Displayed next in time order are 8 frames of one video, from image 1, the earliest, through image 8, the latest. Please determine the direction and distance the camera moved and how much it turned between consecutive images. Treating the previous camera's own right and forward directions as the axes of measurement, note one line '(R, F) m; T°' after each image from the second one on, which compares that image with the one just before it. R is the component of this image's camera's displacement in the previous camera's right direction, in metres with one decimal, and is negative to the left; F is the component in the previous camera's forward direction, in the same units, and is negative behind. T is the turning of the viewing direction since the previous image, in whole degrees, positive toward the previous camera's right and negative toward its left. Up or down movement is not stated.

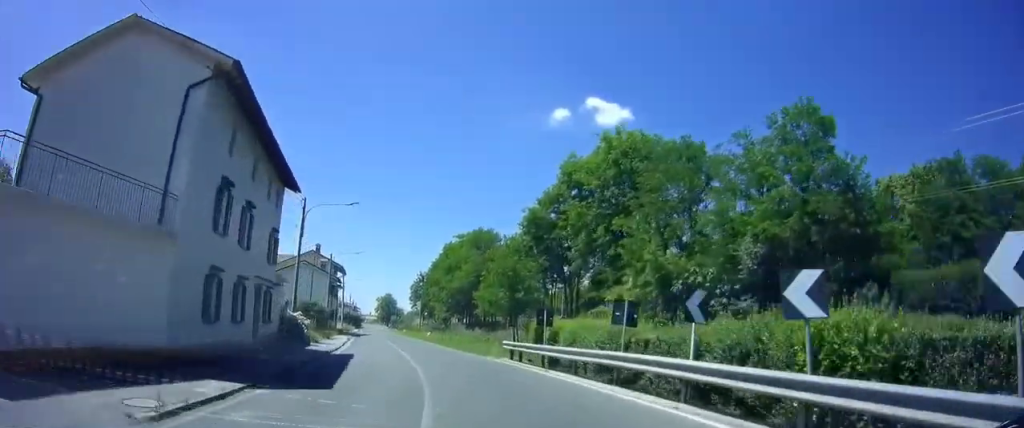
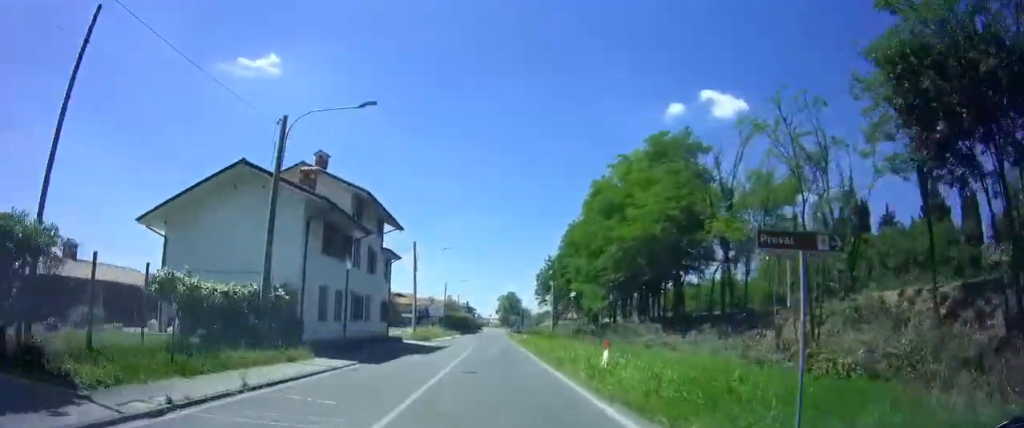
(-5.8, +36.9) m; -13°
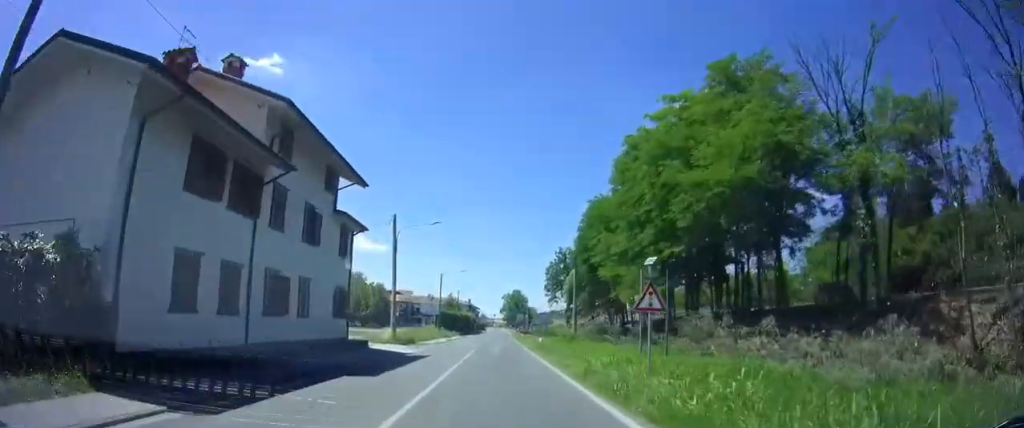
(+0.3, +12.0) m; 0°
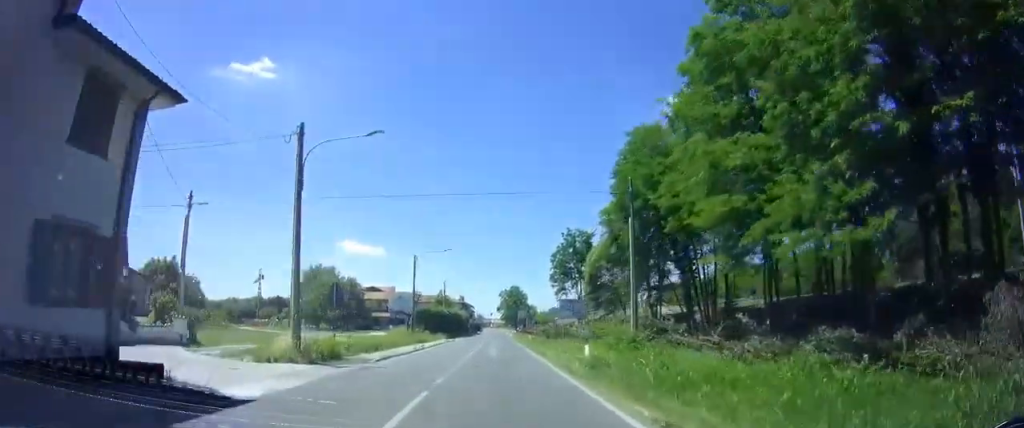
(-0.4, +17.7) m; -1°
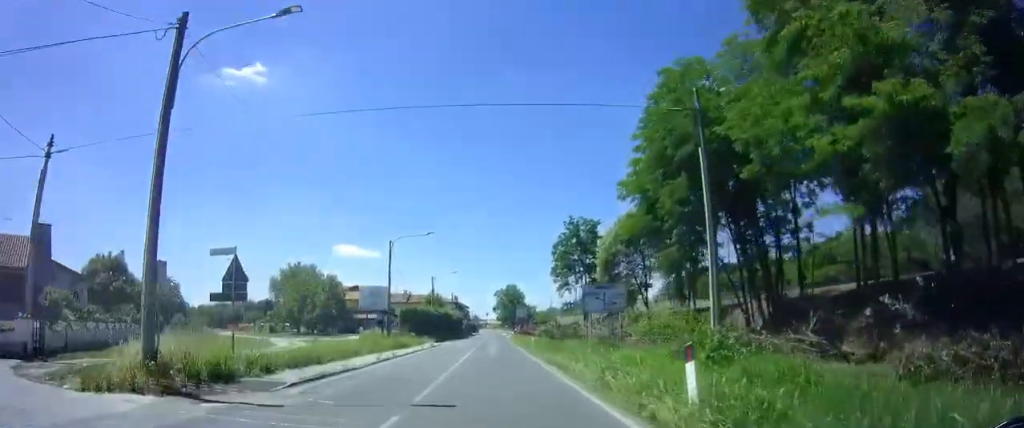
(0.0, +8.7) m; 0°
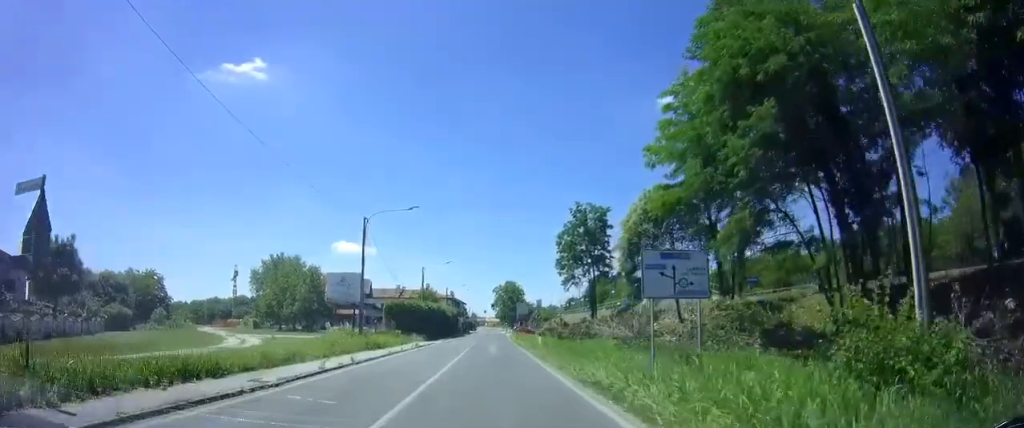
(0.0, +7.2) m; 0°
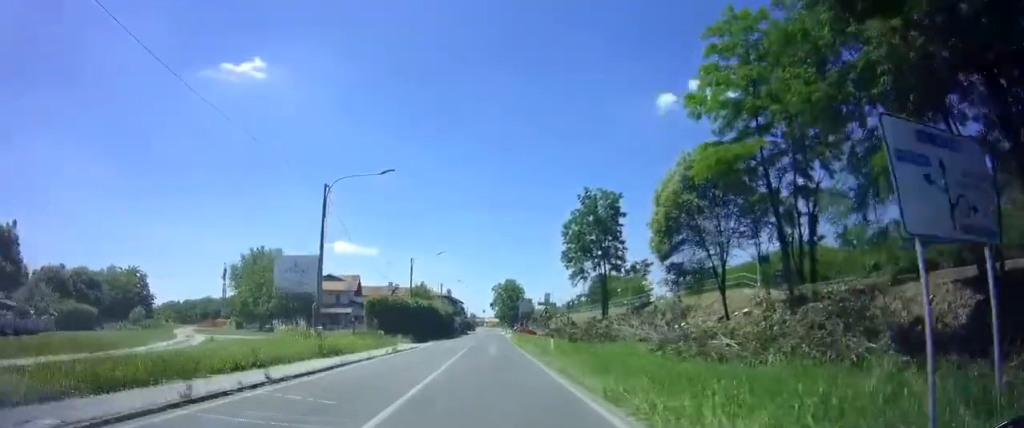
(0.0, +7.2) m; 0°
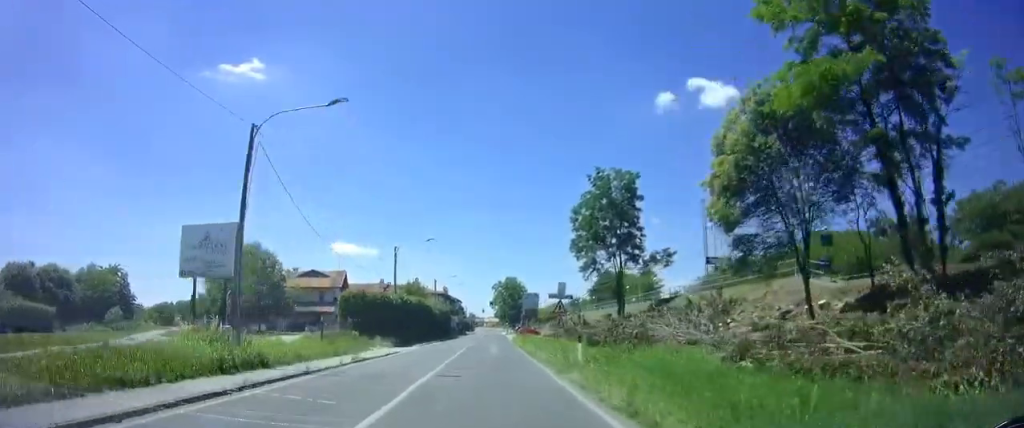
(0.0, +8.2) m; 0°
